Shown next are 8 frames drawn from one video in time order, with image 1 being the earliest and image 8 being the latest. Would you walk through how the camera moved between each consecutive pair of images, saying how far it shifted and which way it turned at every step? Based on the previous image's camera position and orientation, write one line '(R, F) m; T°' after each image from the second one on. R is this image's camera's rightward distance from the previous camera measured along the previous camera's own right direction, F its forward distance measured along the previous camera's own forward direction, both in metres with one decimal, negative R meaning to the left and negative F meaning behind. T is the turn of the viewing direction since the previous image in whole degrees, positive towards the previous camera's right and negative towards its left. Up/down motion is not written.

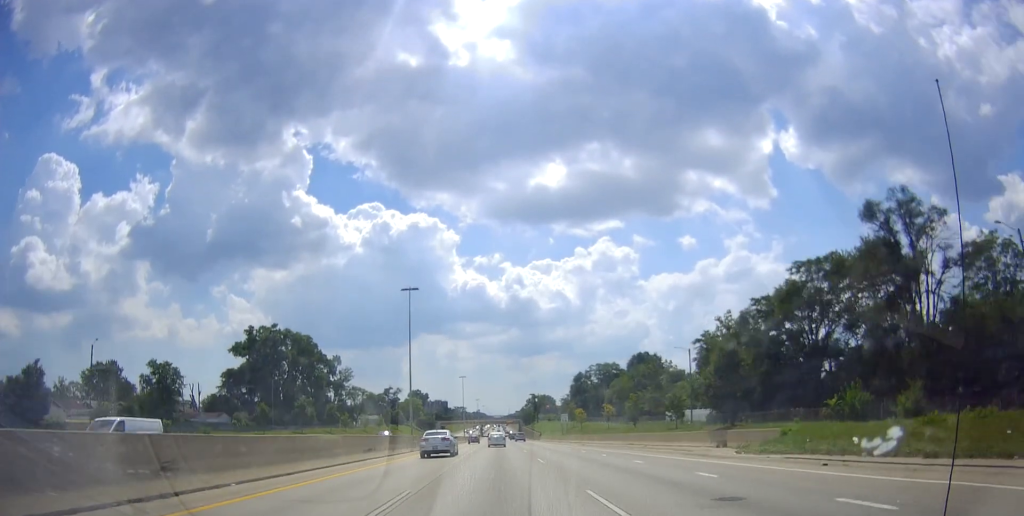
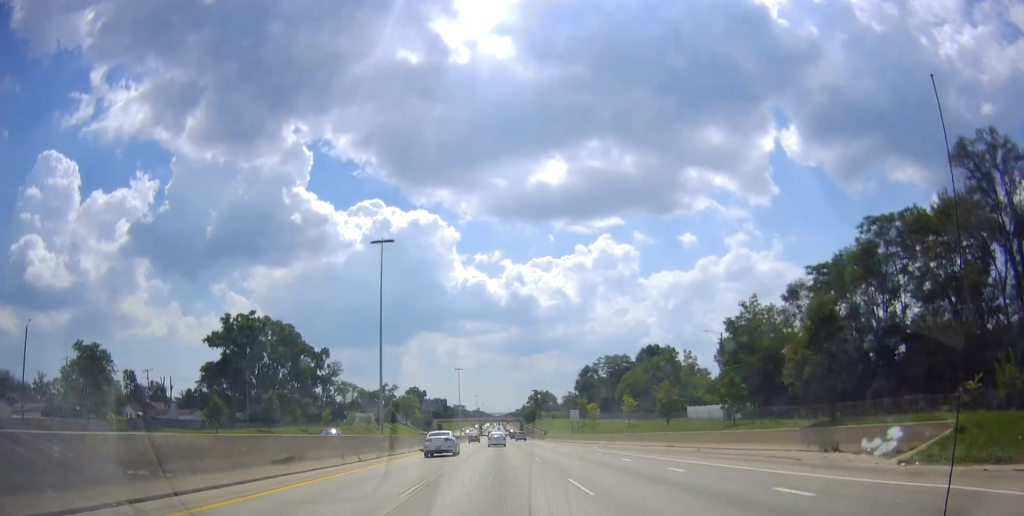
(-0.1, +12.6) m; 0°
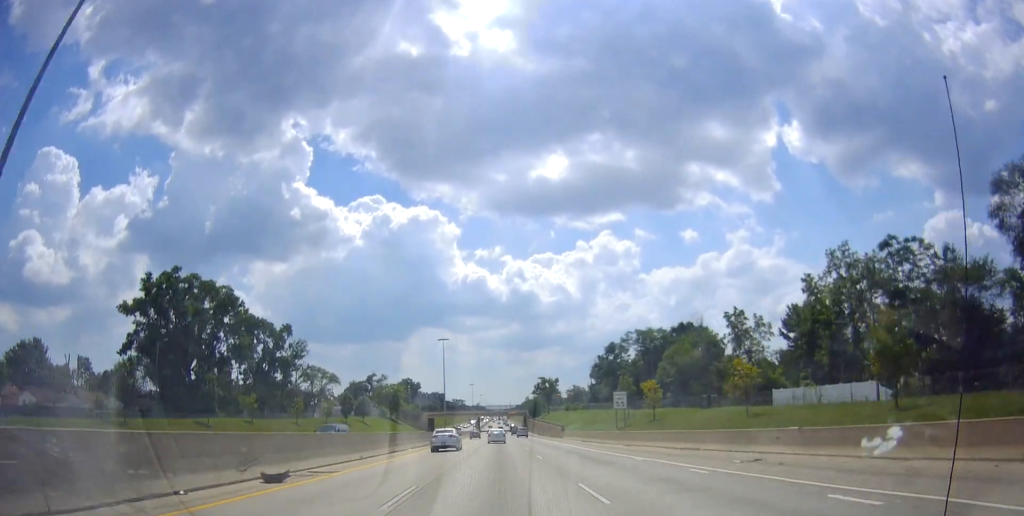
(+0.1, +32.0) m; +1°
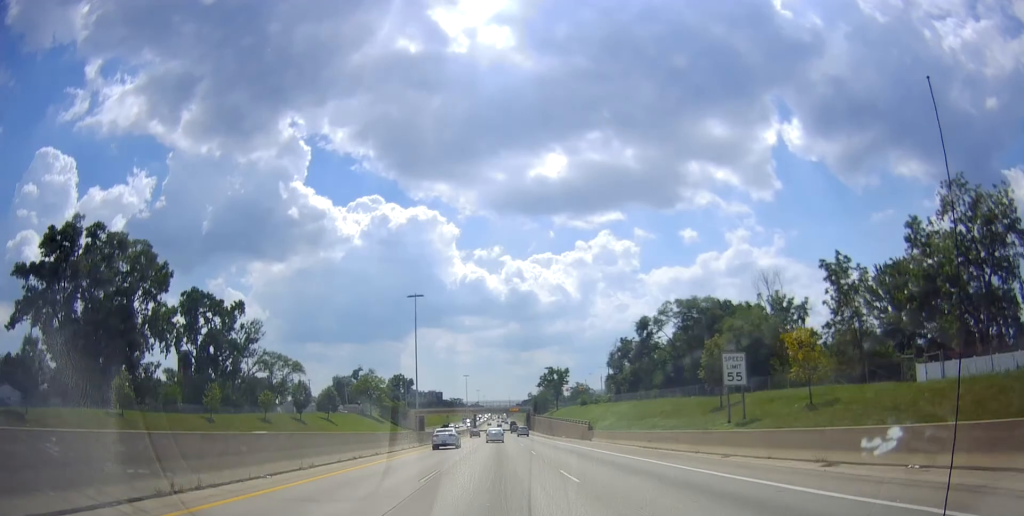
(+0.6, +26.8) m; +1°
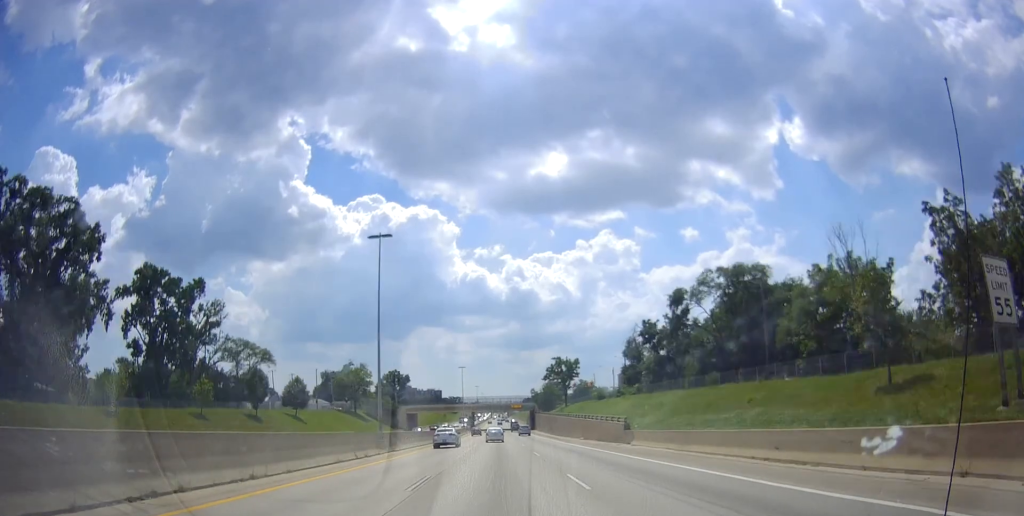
(-0.1, +17.2) m; -1°
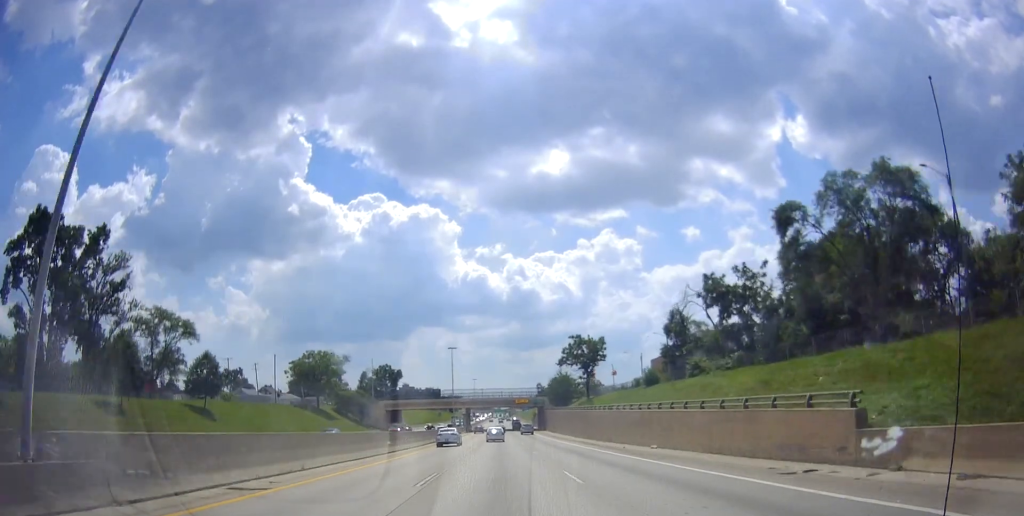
(-0.3, +29.1) m; -1°
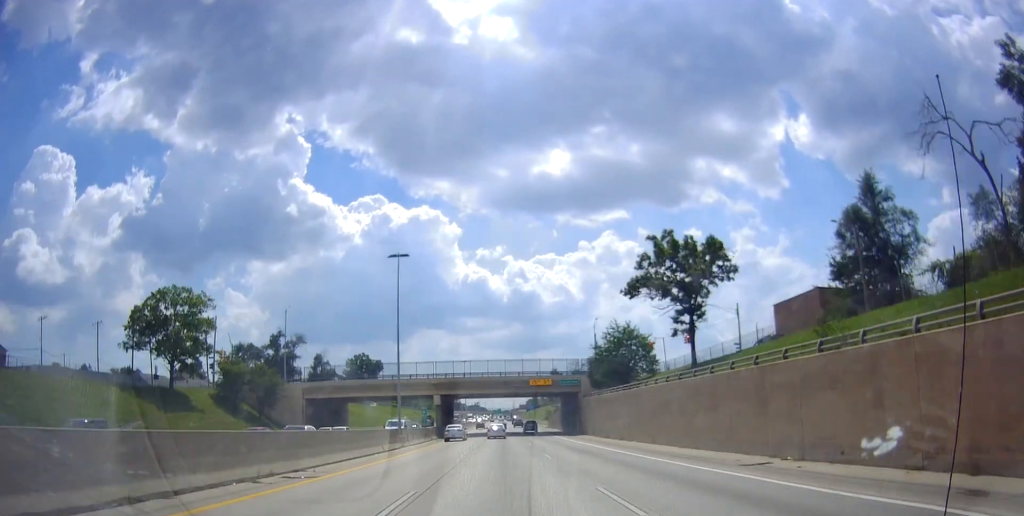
(+0.6, +51.0) m; +1°
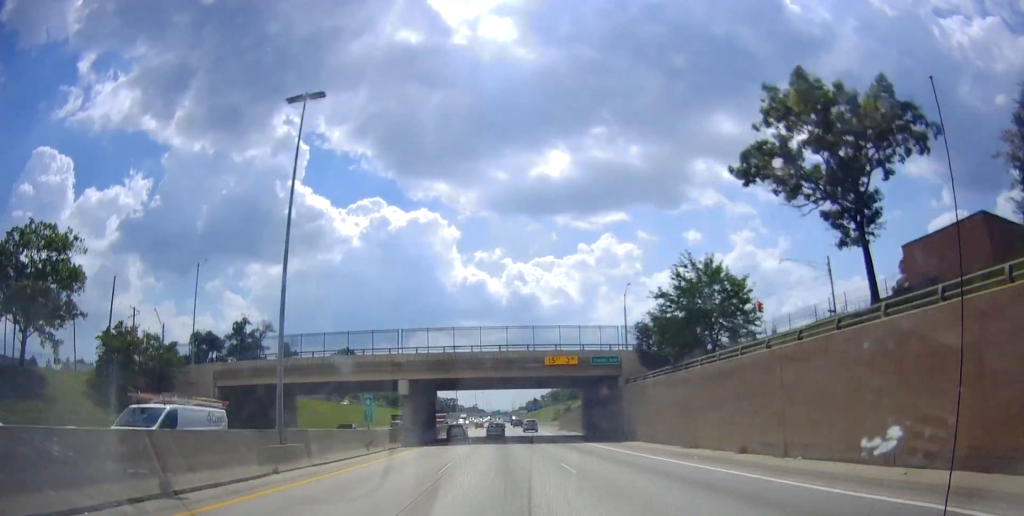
(-0.4, +23.1) m; 0°
